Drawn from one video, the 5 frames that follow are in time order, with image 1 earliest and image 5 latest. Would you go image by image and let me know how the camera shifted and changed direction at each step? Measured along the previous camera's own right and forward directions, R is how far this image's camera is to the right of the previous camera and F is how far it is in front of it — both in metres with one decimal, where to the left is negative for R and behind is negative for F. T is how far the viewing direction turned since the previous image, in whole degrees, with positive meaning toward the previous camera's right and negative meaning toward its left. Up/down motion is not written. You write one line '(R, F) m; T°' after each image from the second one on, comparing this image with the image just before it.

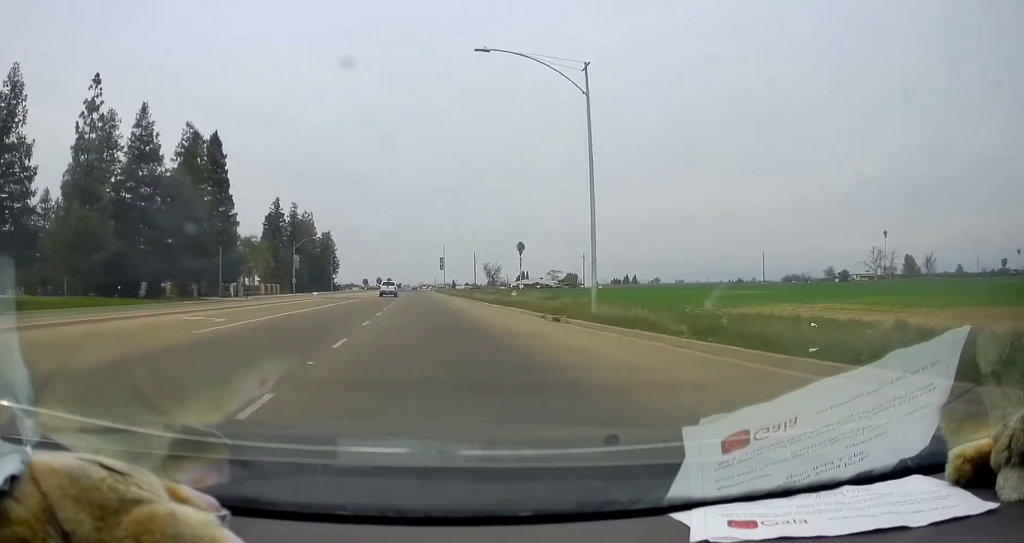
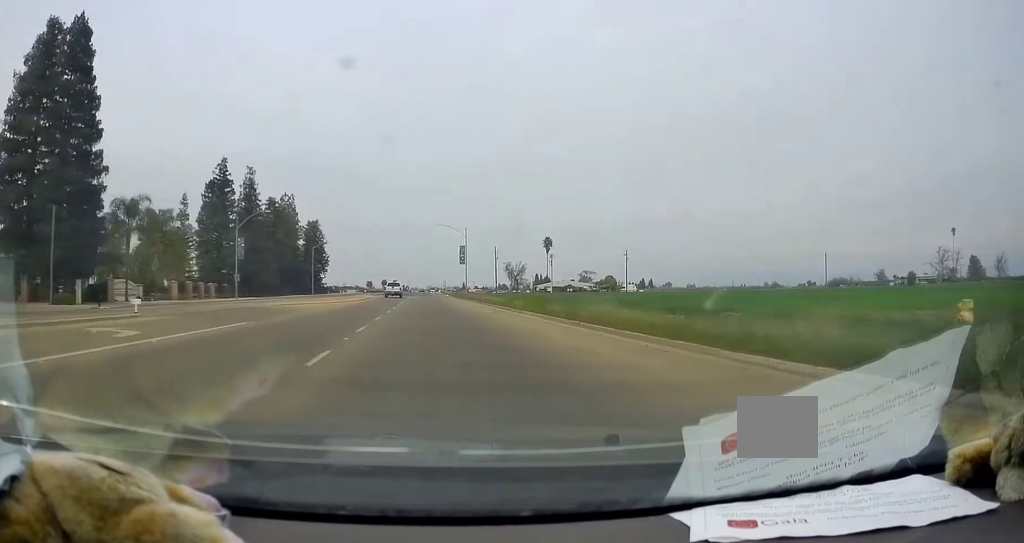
(-0.8, +39.0) m; -1°
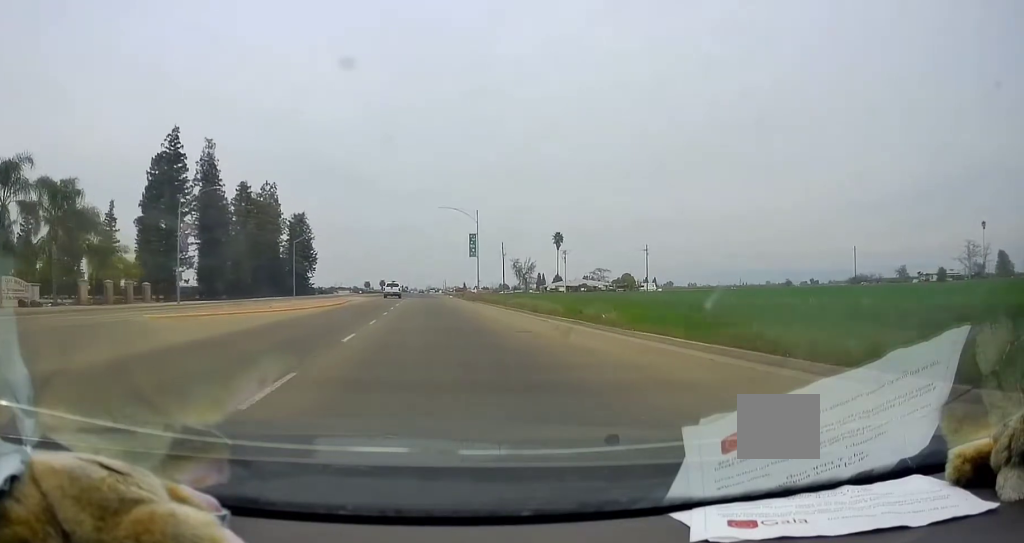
(0.0, +18.3) m; 0°
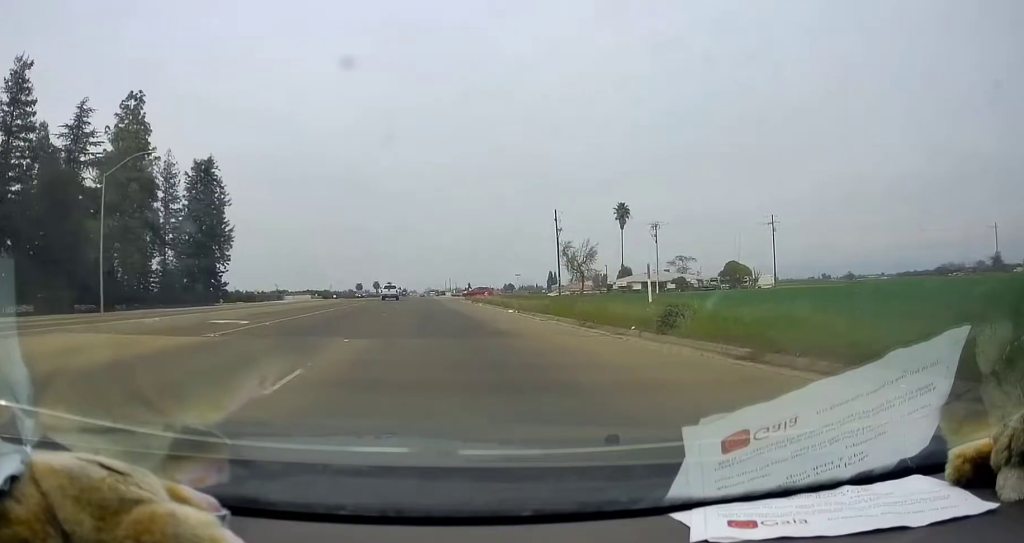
(+1.8, +66.4) m; +2°
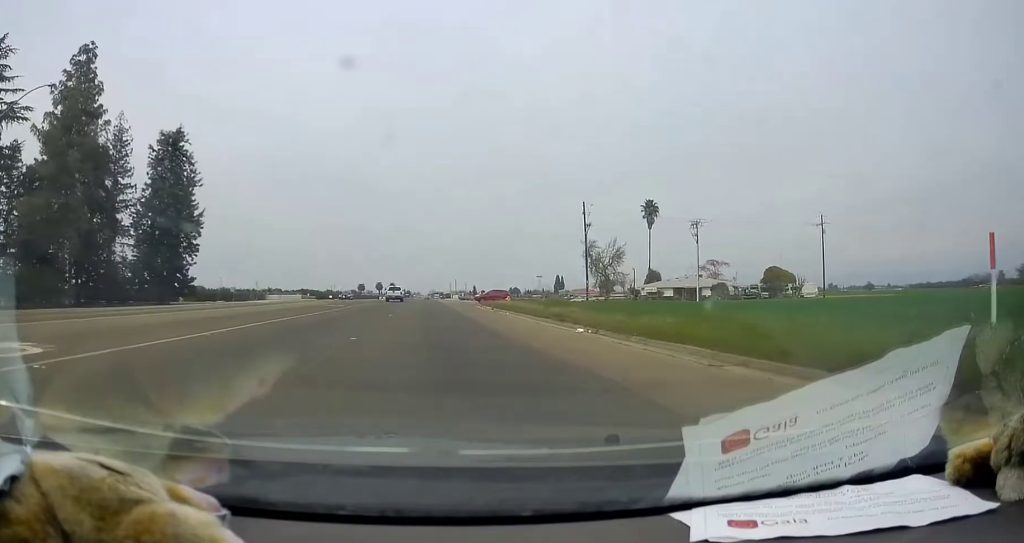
(-0.5, +14.3) m; -2°
